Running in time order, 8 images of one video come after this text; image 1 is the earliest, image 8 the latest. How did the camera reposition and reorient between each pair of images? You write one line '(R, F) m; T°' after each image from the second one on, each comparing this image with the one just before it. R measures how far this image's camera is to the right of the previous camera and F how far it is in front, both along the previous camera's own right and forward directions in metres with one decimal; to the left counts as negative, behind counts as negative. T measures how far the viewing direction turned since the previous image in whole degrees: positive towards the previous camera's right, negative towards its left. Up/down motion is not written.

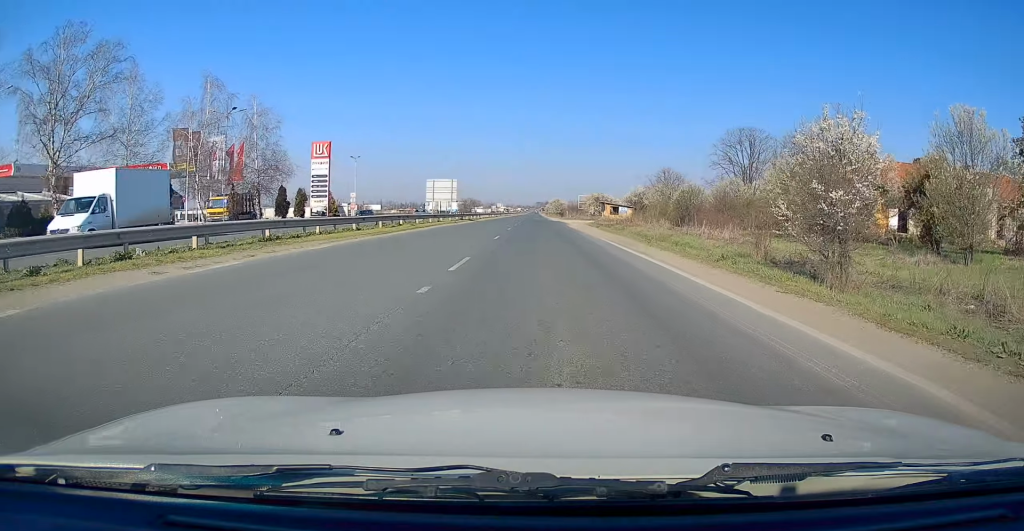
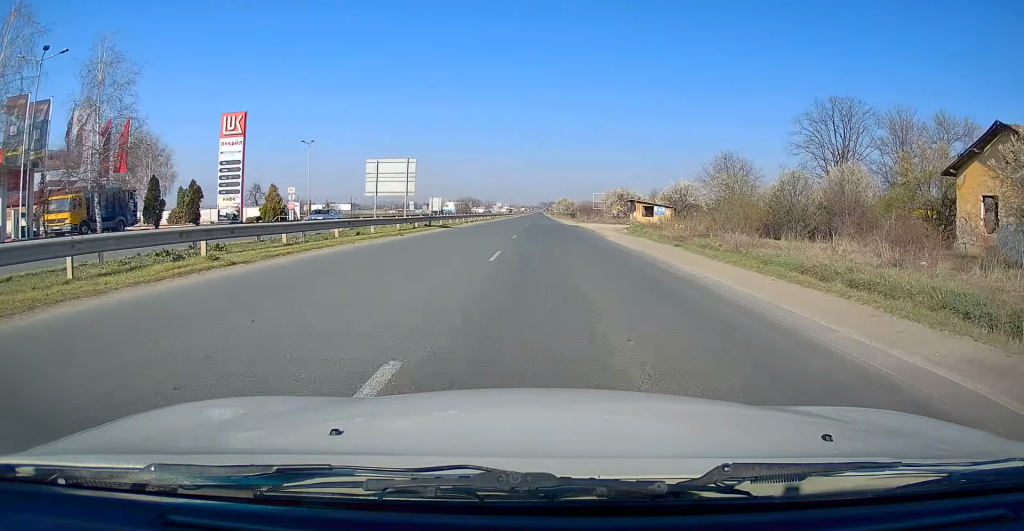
(-0.5, +21.4) m; -1°
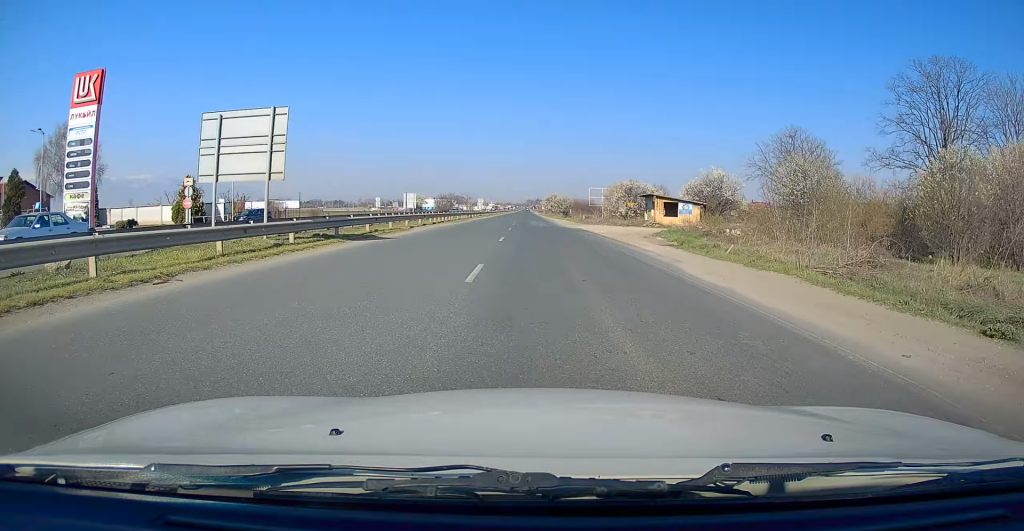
(0.0, +15.9) m; +2°
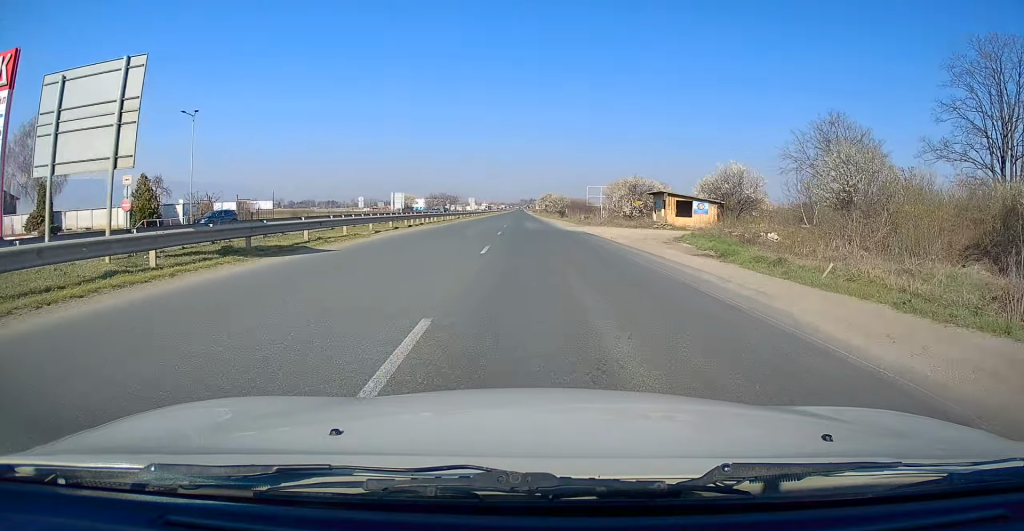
(+0.1, +6.3) m; 0°
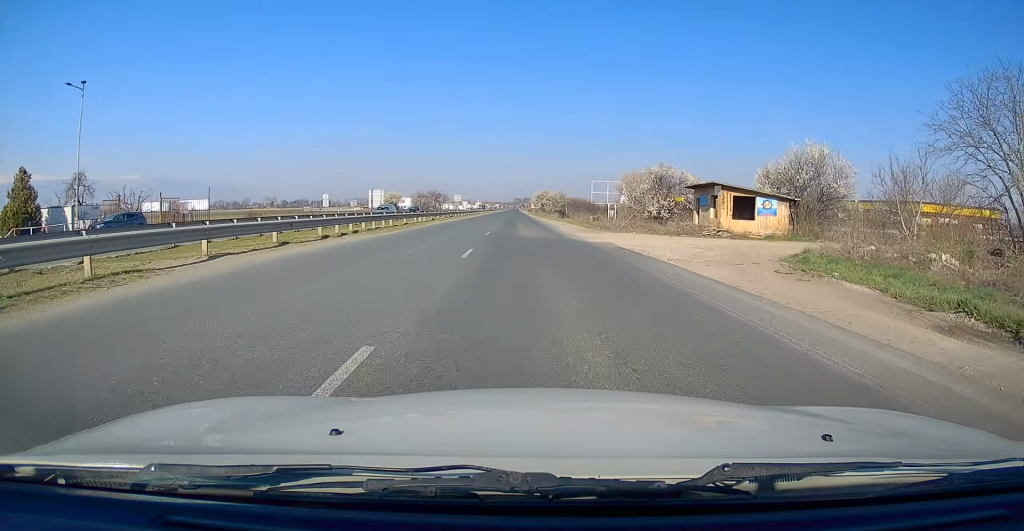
(+0.2, +13.5) m; 0°
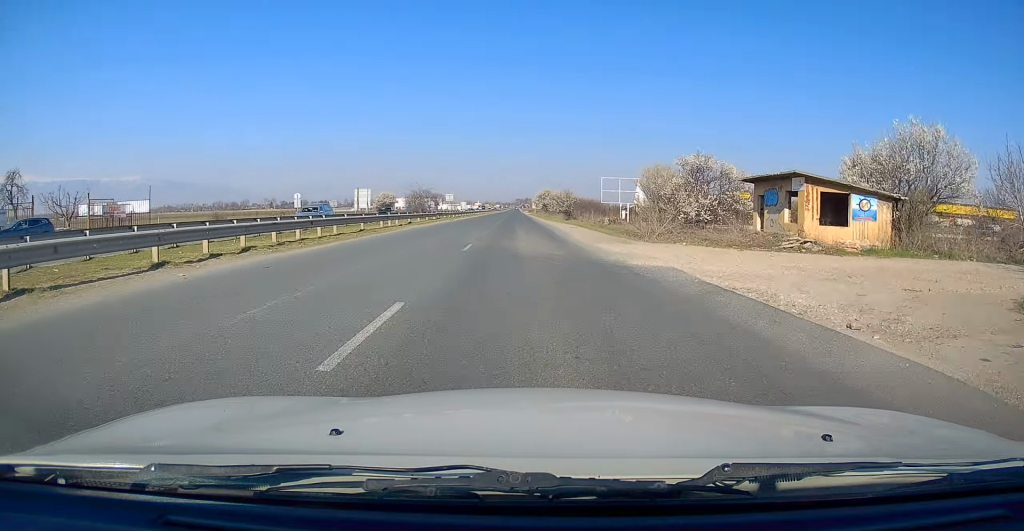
(-0.3, +9.7) m; 0°
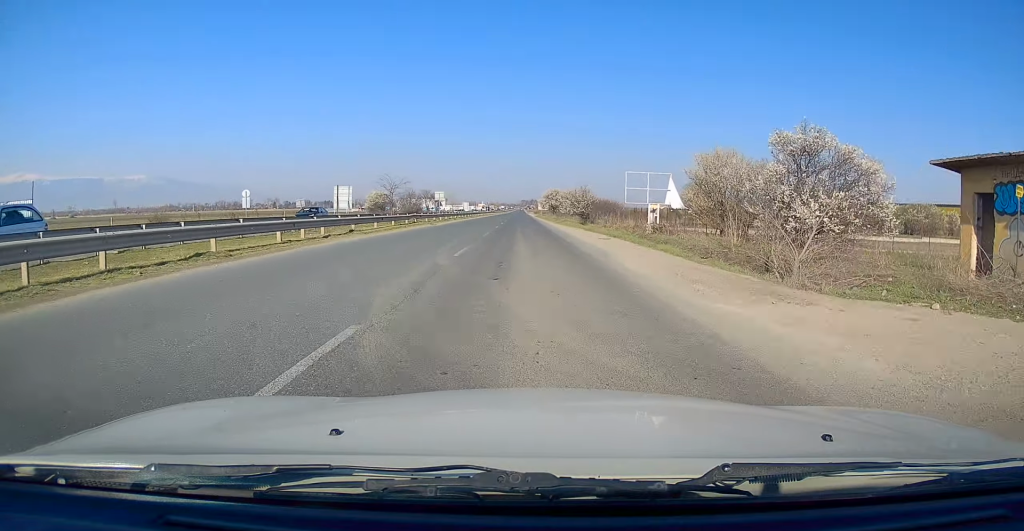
(+0.3, +13.6) m; 0°
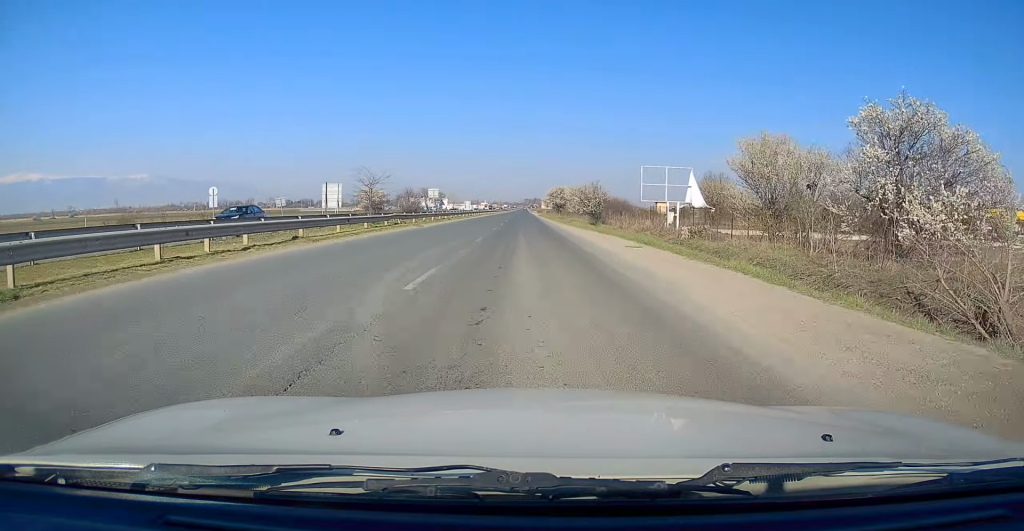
(-0.1, +6.3) m; 0°
